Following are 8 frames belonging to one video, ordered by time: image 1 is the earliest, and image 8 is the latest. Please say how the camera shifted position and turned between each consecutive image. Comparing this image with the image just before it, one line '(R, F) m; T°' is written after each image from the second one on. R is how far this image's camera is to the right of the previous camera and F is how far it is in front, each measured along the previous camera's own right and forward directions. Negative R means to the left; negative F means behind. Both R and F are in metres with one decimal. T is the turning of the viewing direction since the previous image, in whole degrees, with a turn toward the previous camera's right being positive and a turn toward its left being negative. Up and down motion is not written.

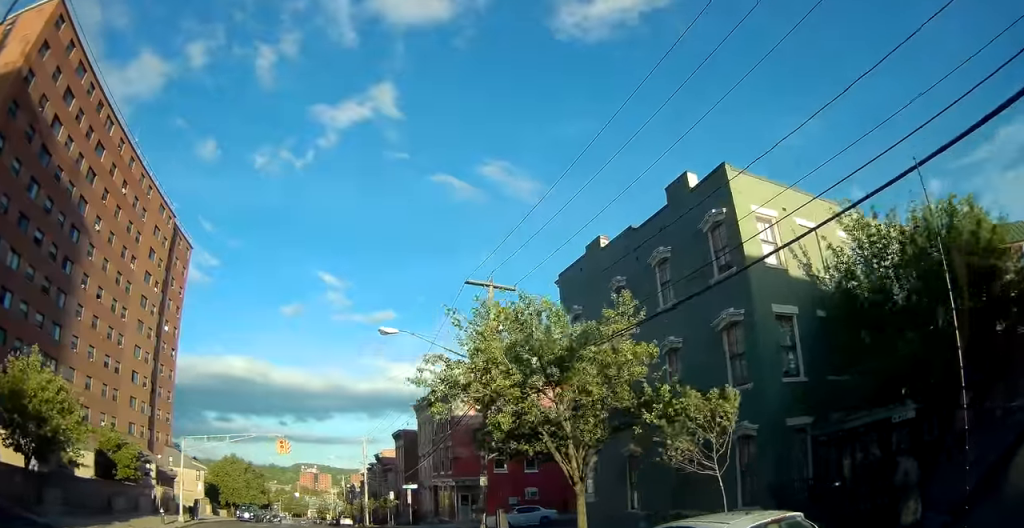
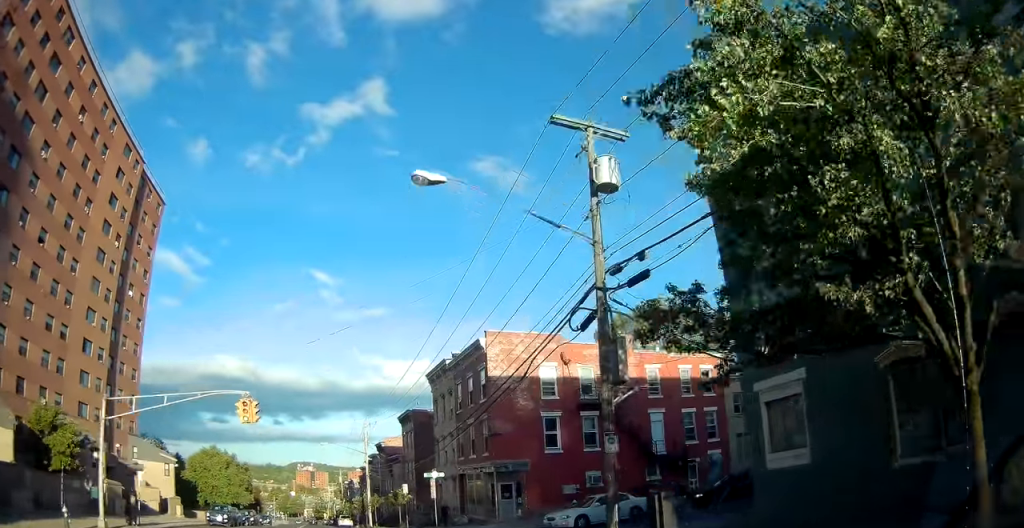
(0.0, +12.3) m; 0°
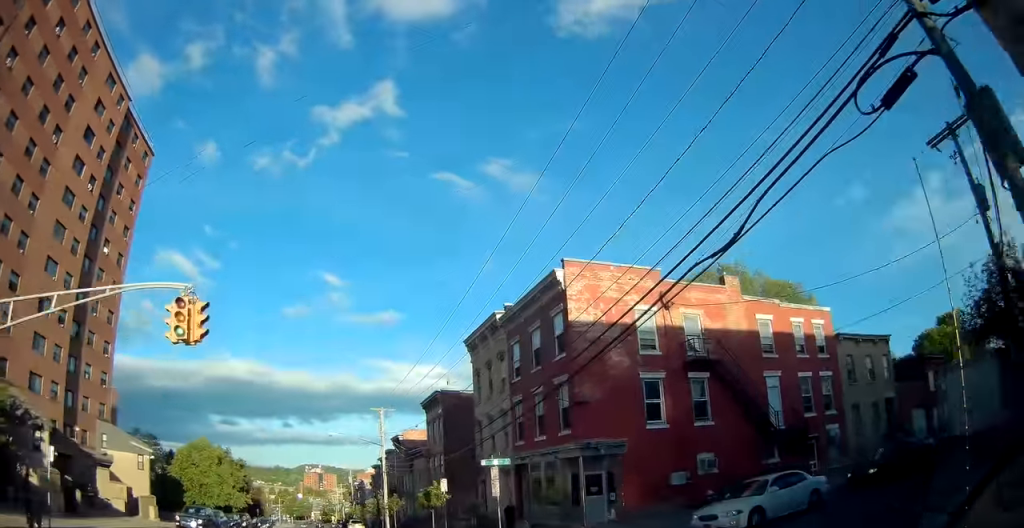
(0.0, +10.7) m; -1°
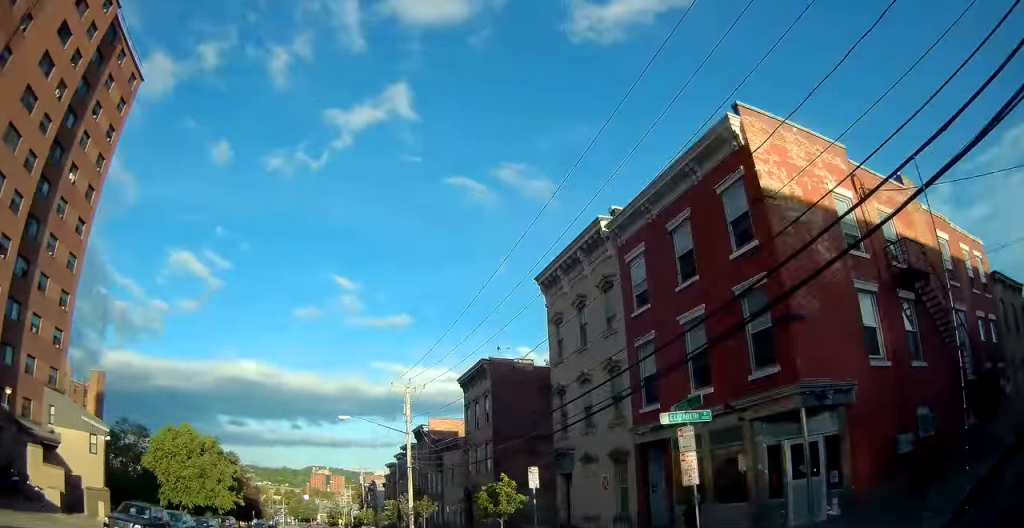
(-0.3, +11.7) m; -2°
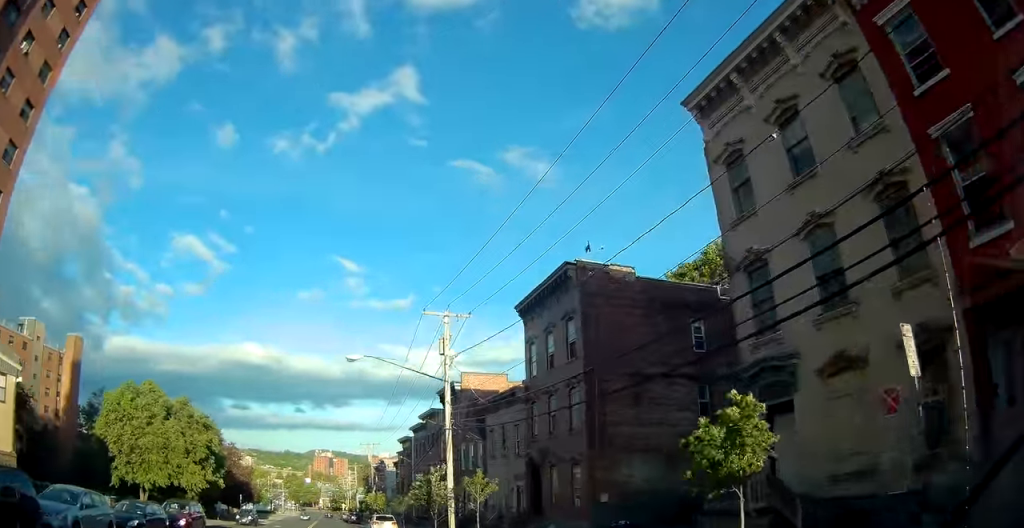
(-0.1, +12.5) m; +1°
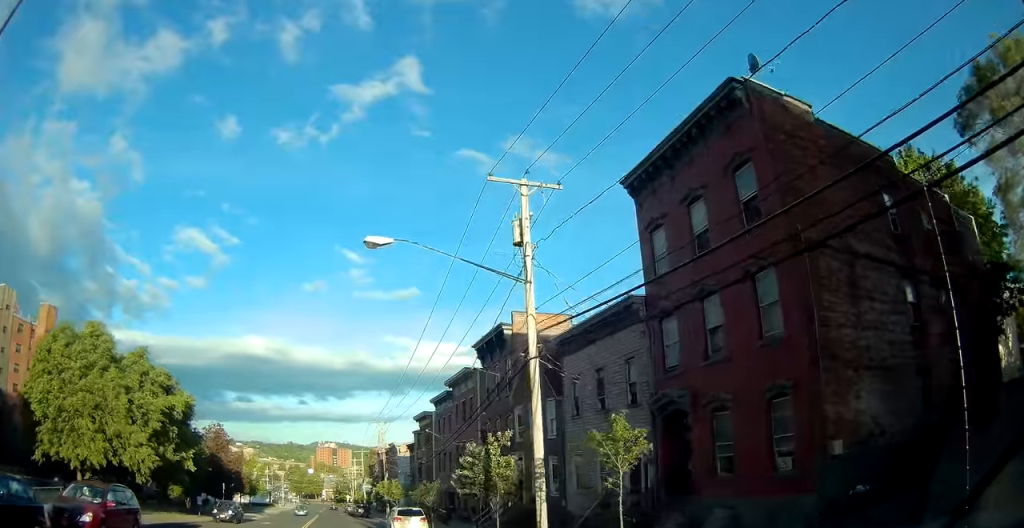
(+0.3, +11.6) m; +1°
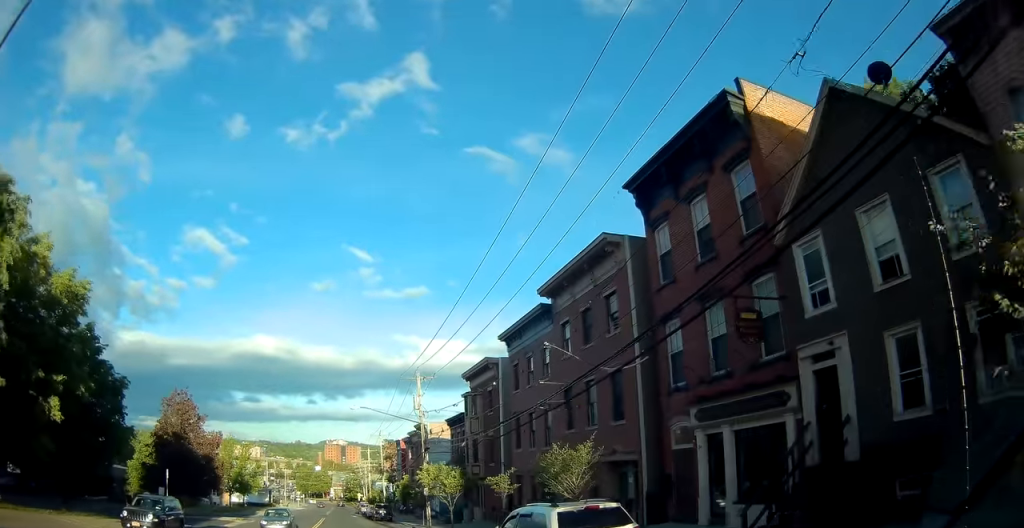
(-0.1, +19.6) m; 0°
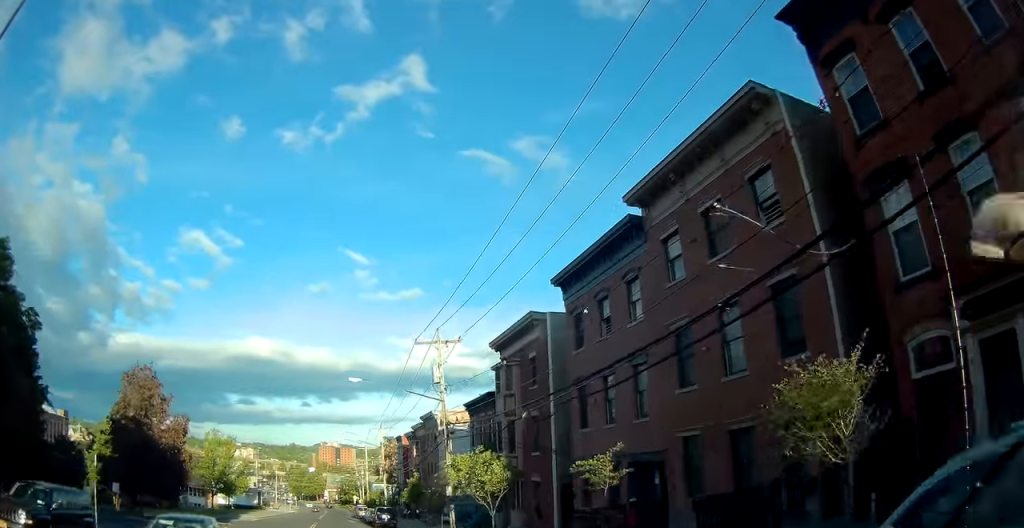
(+0.2, +9.3) m; -1°
